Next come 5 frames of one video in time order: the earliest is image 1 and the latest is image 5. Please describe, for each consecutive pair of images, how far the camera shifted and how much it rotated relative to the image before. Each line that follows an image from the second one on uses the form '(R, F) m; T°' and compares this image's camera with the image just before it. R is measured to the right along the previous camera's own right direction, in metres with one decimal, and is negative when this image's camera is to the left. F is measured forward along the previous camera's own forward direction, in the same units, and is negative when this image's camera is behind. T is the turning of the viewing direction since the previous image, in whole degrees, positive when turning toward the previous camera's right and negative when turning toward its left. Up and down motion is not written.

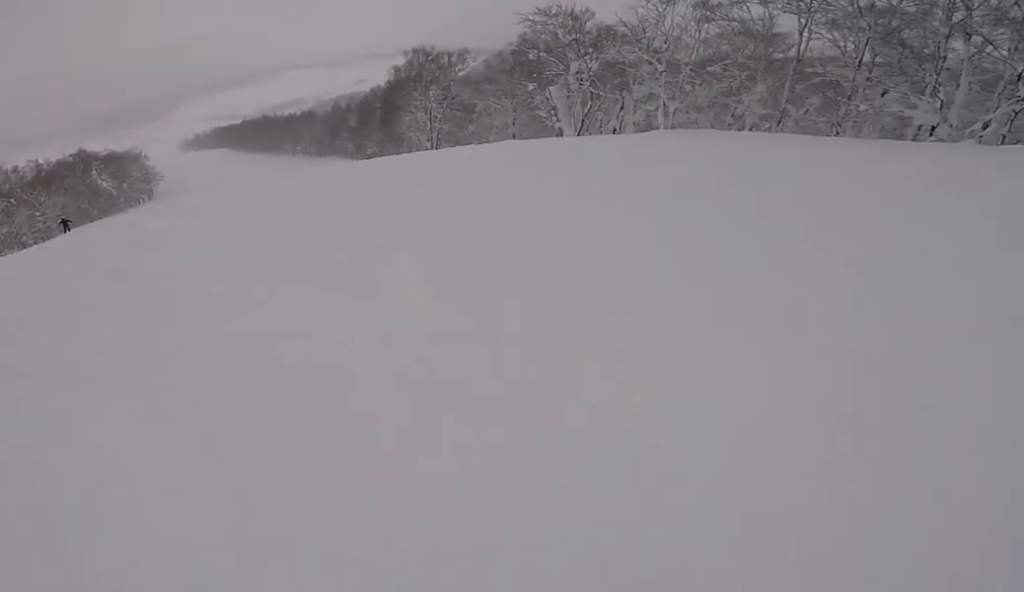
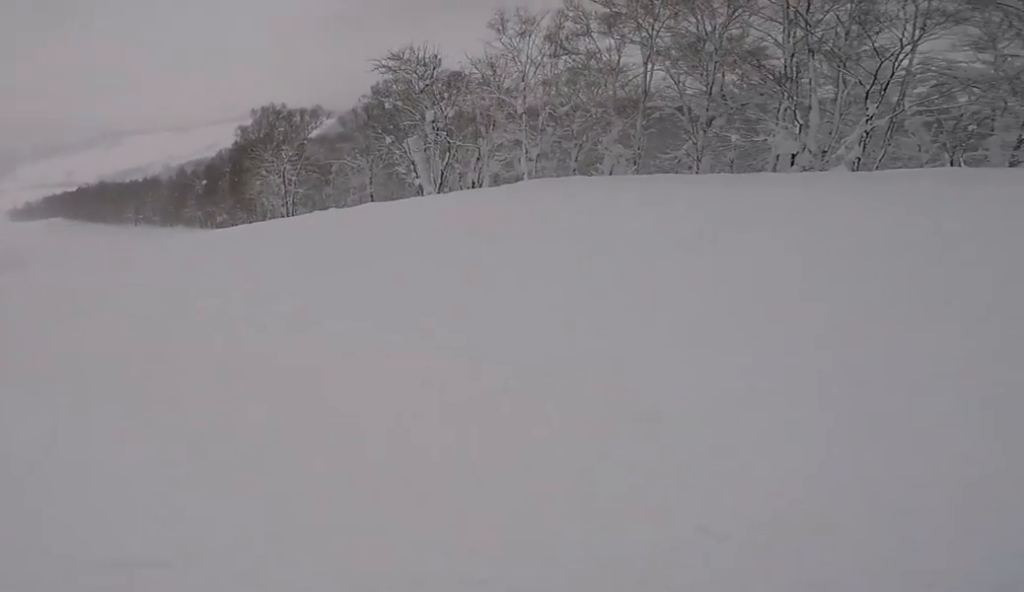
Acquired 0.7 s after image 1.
(+0.3, +5.5) m; +3°
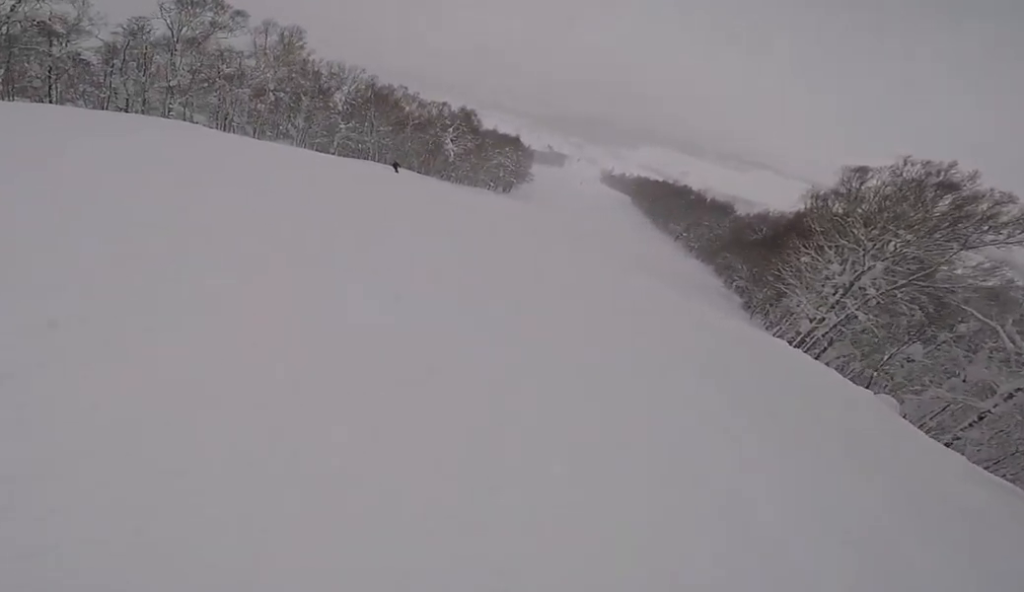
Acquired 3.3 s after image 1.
(-10.6, +17.5) m; -63°
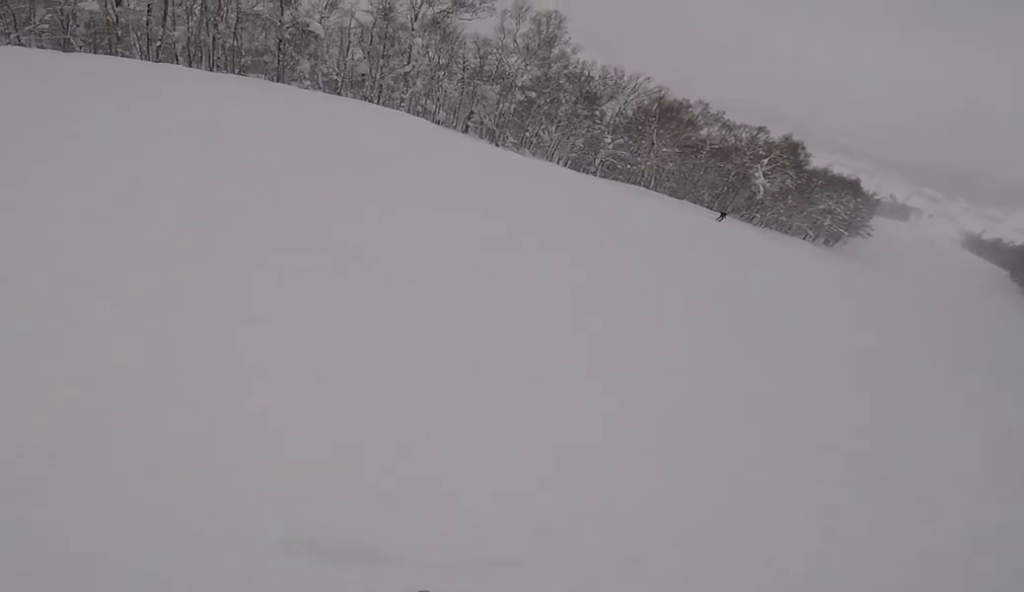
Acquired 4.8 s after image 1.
(-2.4, +12.1) m; -17°
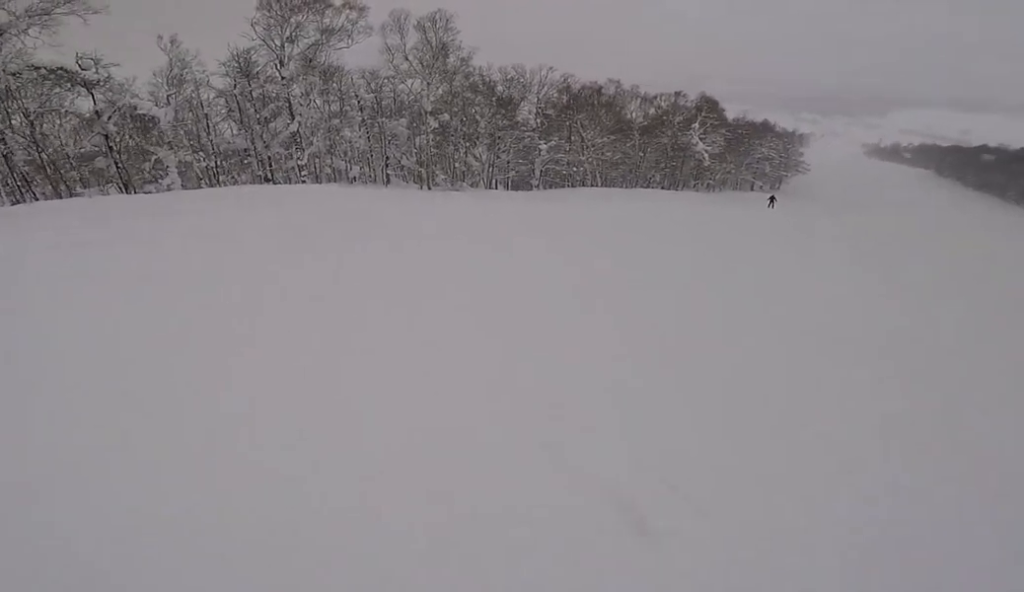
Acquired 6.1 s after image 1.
(+1.5, +10.2) m; +29°
